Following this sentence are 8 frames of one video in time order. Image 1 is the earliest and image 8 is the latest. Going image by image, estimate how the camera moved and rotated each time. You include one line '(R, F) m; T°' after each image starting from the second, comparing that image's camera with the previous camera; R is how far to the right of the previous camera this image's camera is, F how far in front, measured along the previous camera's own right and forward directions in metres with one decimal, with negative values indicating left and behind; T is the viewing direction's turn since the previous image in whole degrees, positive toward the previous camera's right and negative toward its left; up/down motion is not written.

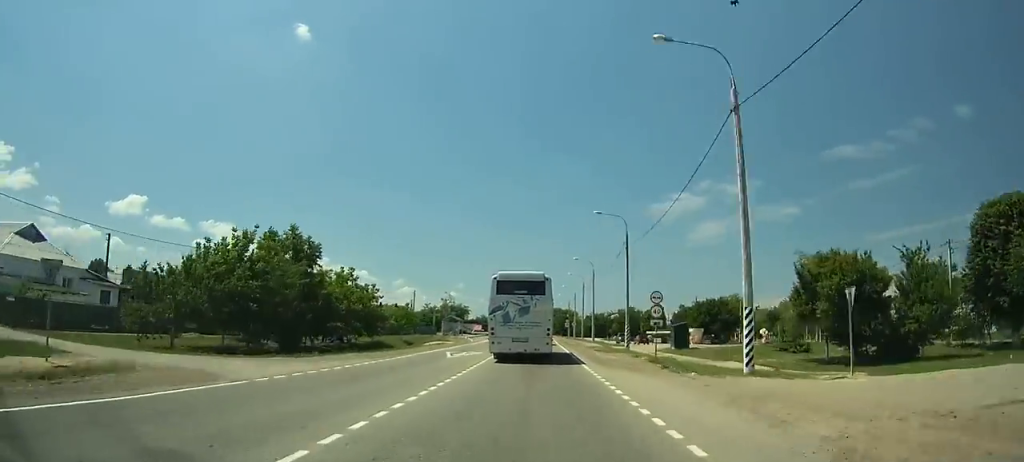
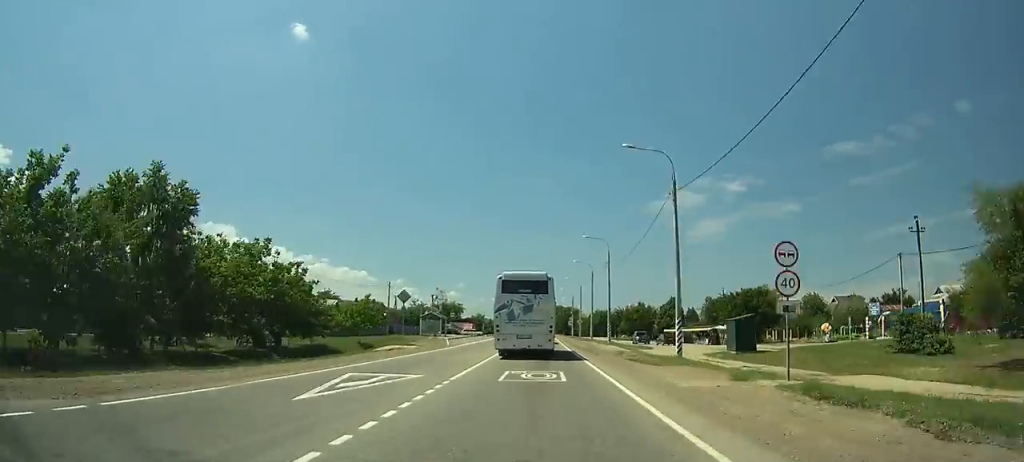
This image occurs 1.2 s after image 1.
(-0.4, +17.1) m; -1°
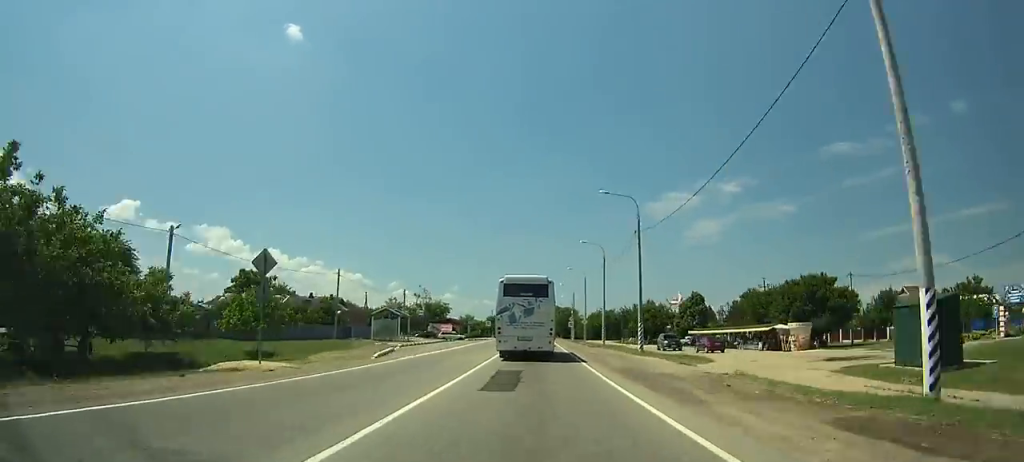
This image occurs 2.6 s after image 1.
(-0.5, +19.9) m; -1°
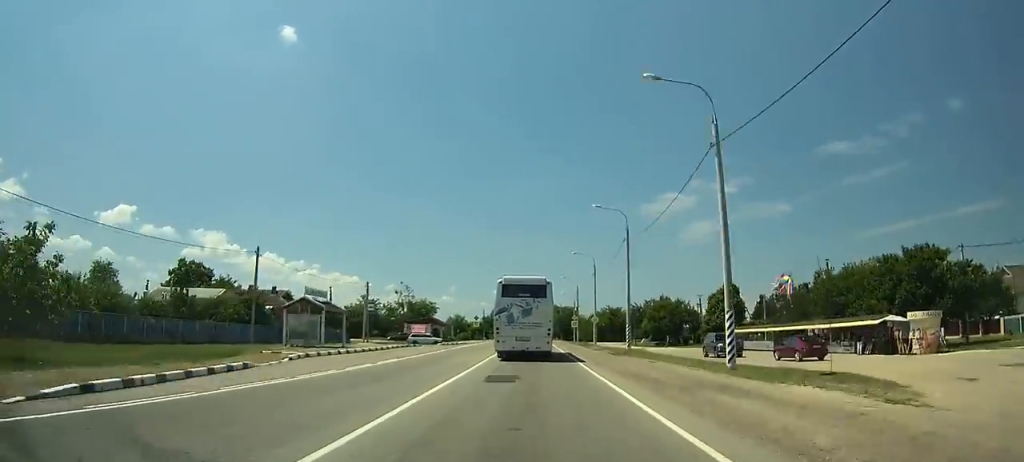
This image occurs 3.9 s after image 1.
(0.0, +18.4) m; 0°
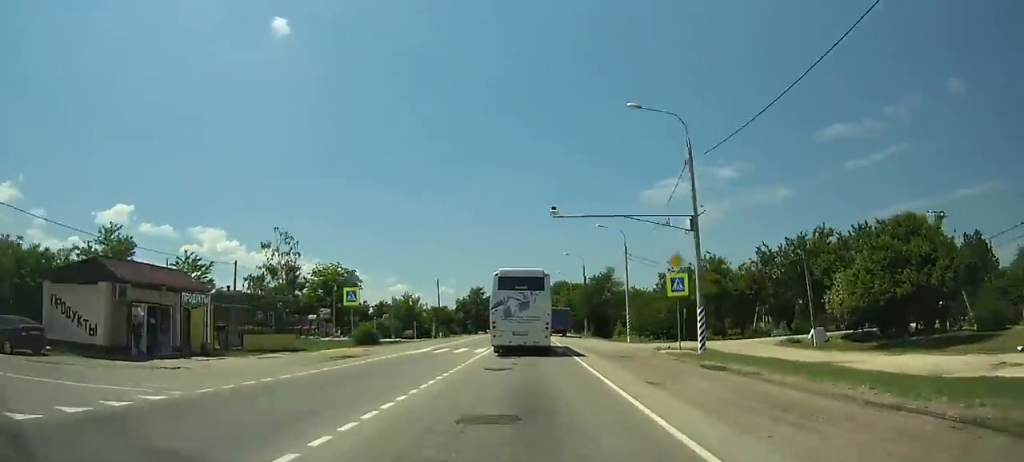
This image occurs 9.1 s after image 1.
(+0.6, +73.1) m; 0°
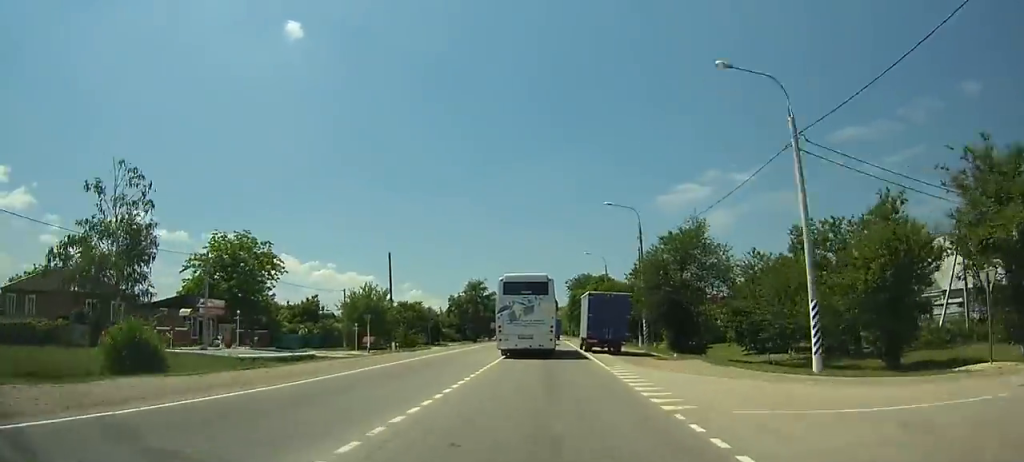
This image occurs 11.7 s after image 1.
(-0.2, +36.2) m; 0°
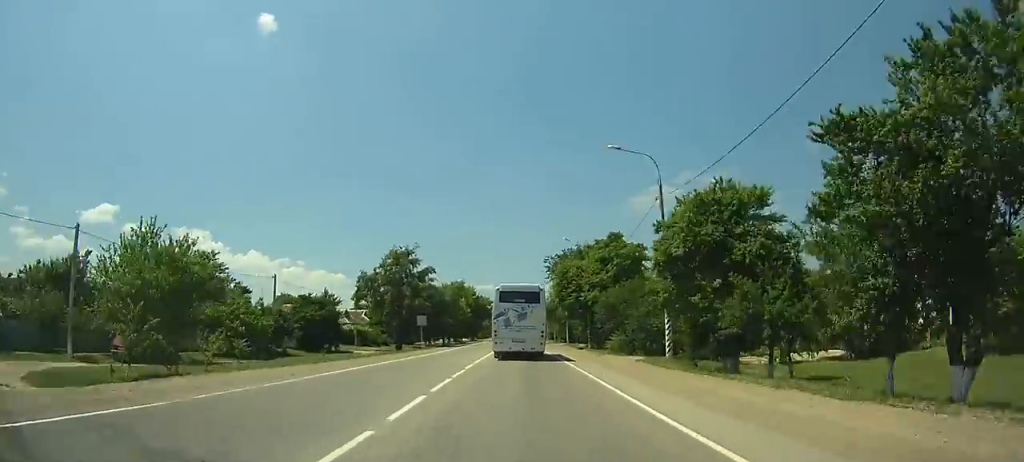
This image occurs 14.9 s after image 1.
(0.0, +44.5) m; 0°
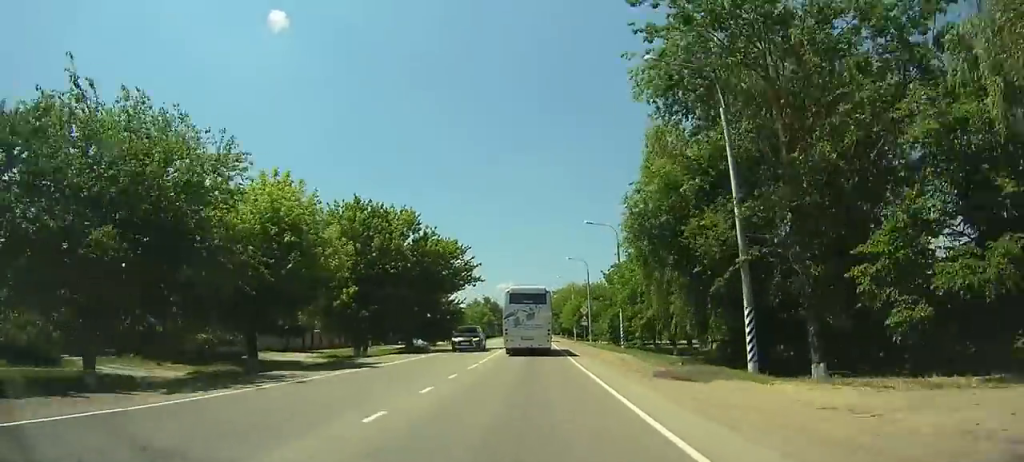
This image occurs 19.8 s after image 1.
(0.0, +67.9) m; 0°
